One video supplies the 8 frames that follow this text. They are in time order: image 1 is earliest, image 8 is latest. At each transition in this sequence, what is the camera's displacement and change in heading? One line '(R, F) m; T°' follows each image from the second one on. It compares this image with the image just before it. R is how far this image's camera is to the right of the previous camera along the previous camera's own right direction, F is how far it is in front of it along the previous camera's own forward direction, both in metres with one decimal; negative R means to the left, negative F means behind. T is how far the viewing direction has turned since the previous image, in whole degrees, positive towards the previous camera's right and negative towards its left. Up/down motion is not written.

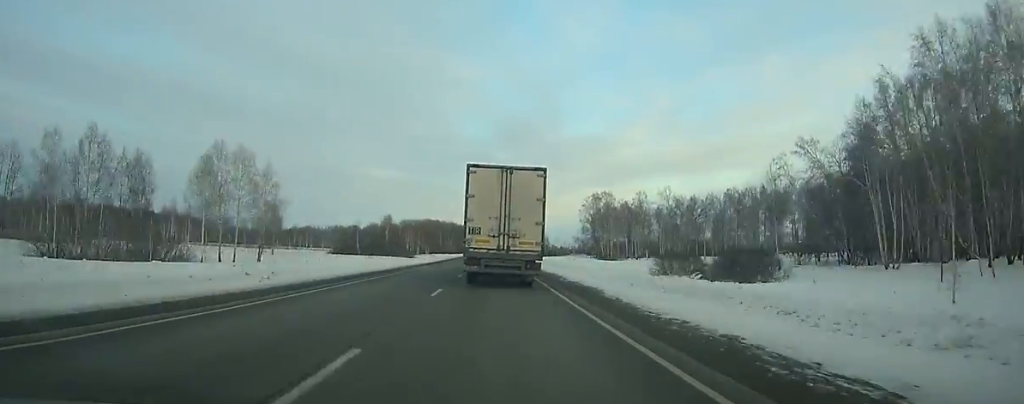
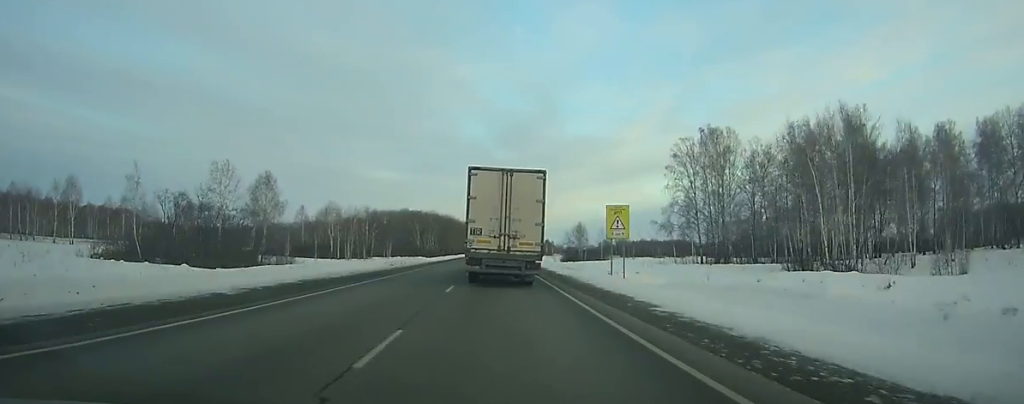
(-0.7, +116.4) m; 0°
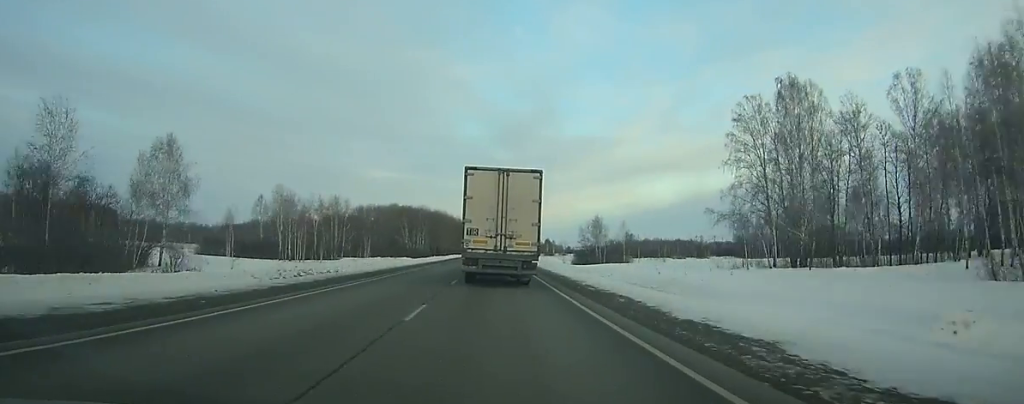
(+0.1, +31.2) m; 0°
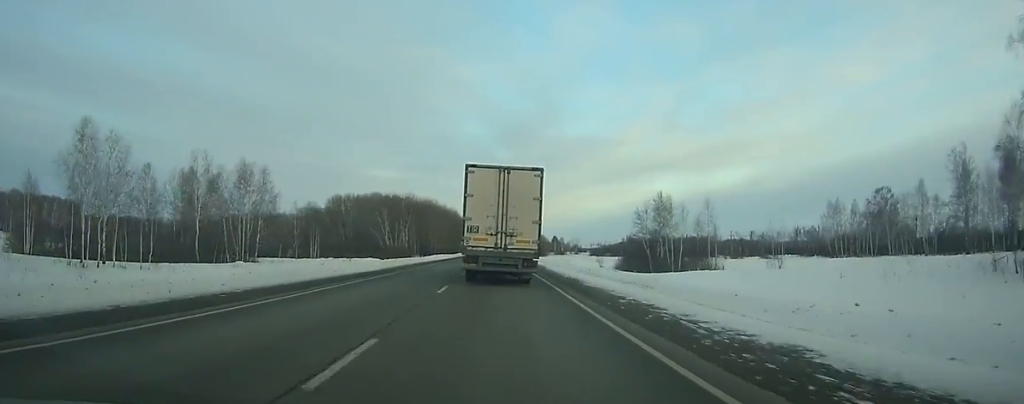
(+0.1, +52.7) m; 0°
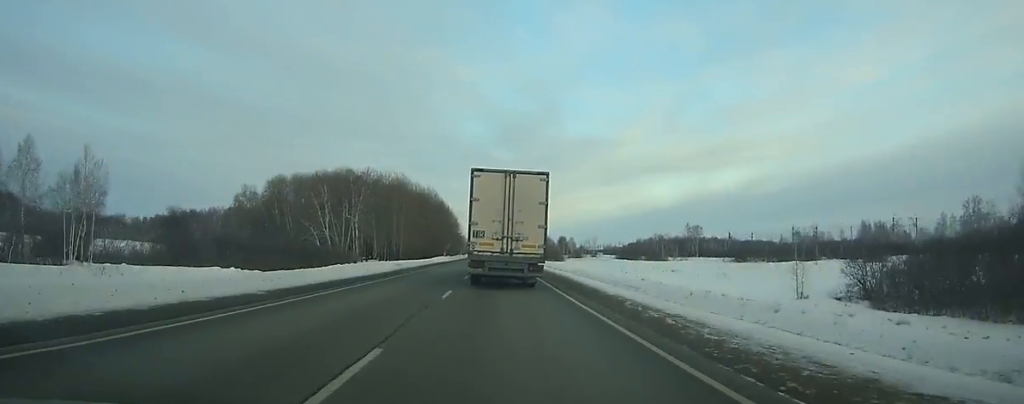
(-0.1, +71.7) m; 0°
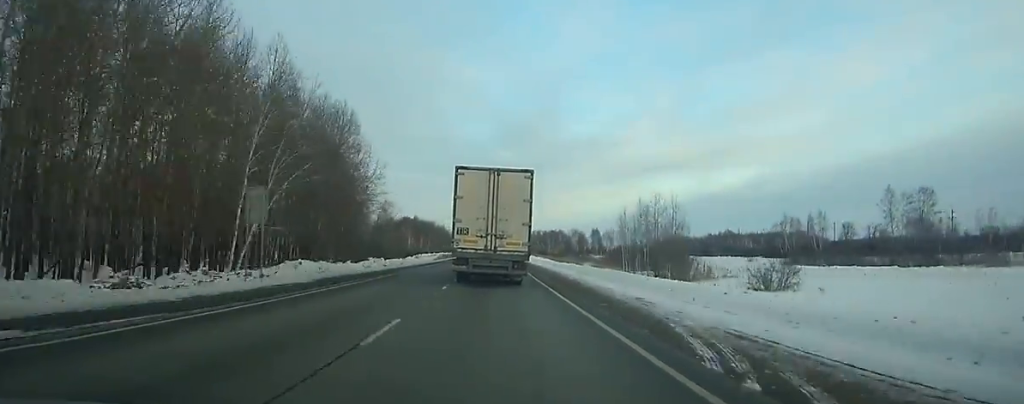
(+0.2, +150.2) m; 0°
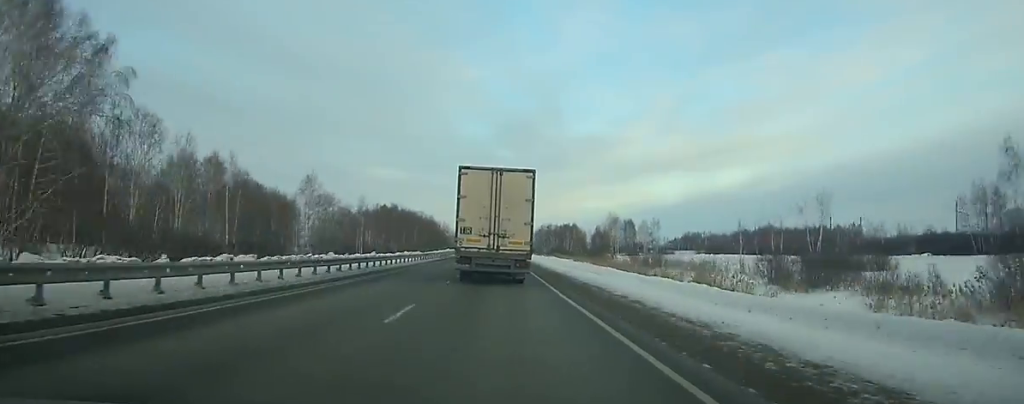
(-0.1, +80.3) m; 0°
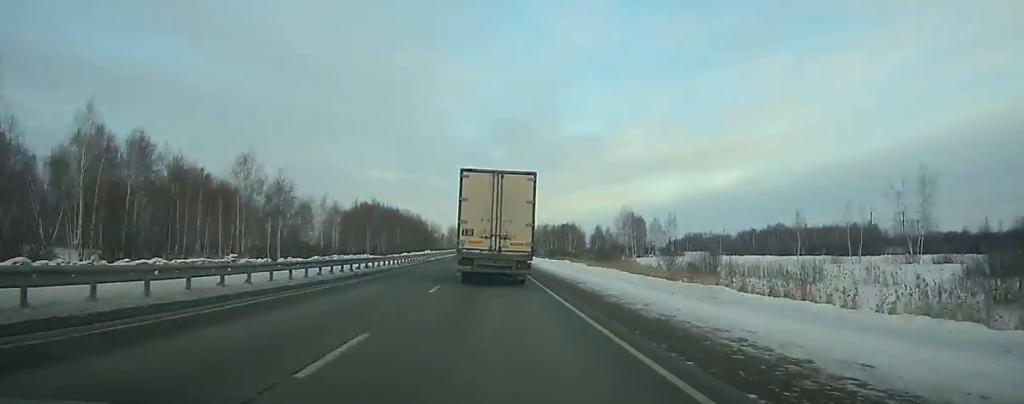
(0.0, +28.2) m; 0°
